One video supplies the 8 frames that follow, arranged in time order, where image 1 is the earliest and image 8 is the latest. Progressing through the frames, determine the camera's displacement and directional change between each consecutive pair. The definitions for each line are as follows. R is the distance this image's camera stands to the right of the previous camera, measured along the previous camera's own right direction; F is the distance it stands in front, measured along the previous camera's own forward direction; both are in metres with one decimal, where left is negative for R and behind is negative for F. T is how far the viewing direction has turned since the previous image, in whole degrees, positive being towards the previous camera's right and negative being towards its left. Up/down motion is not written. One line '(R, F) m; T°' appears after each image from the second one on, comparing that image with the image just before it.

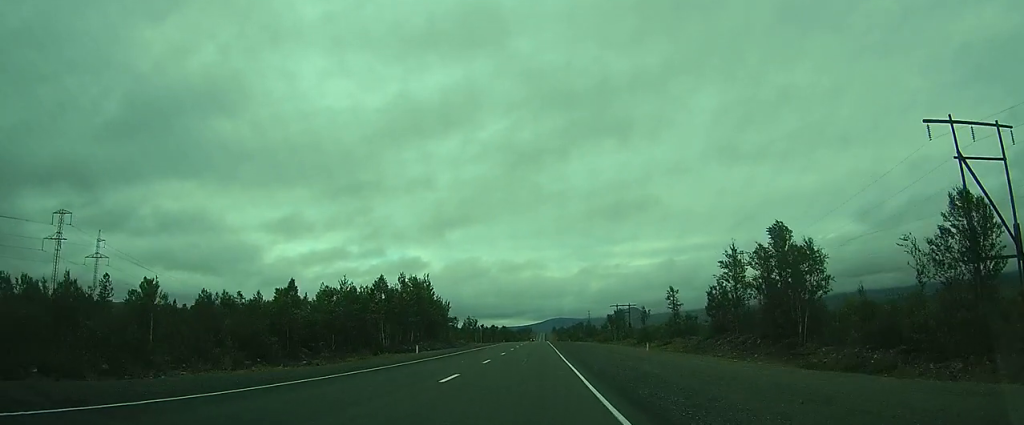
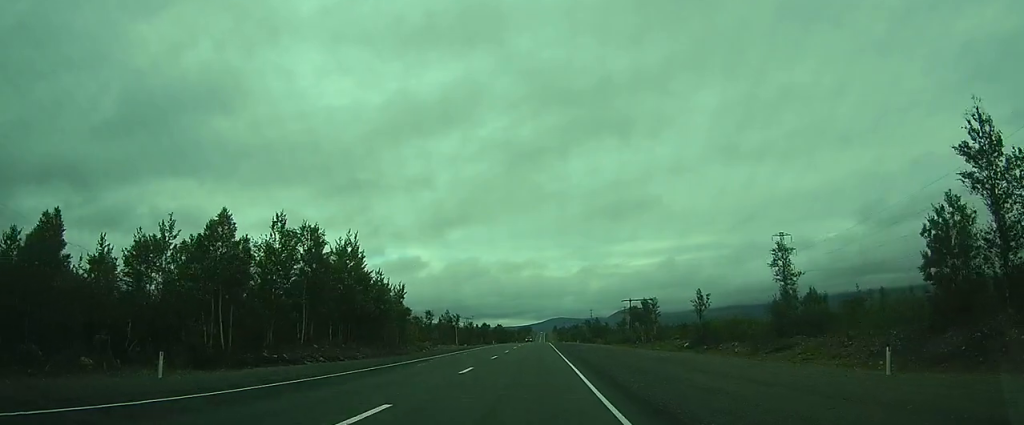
(+0.2, +31.2) m; 0°
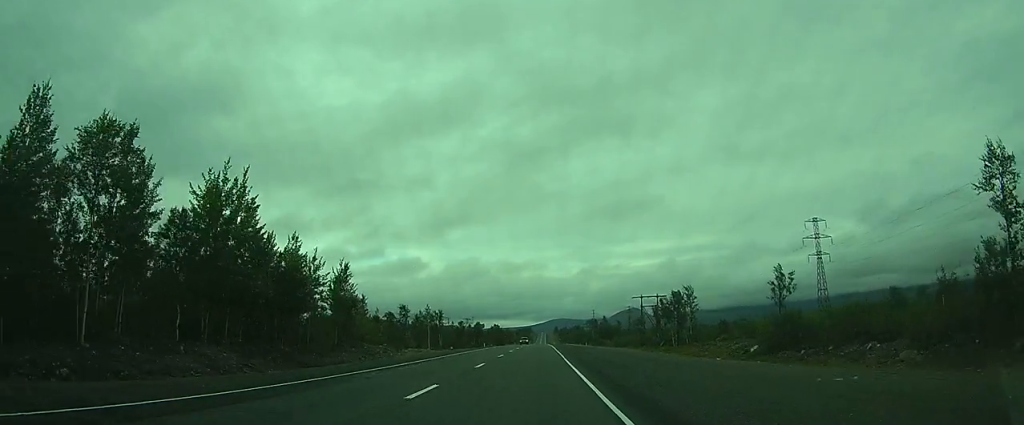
(0.0, +19.3) m; 0°
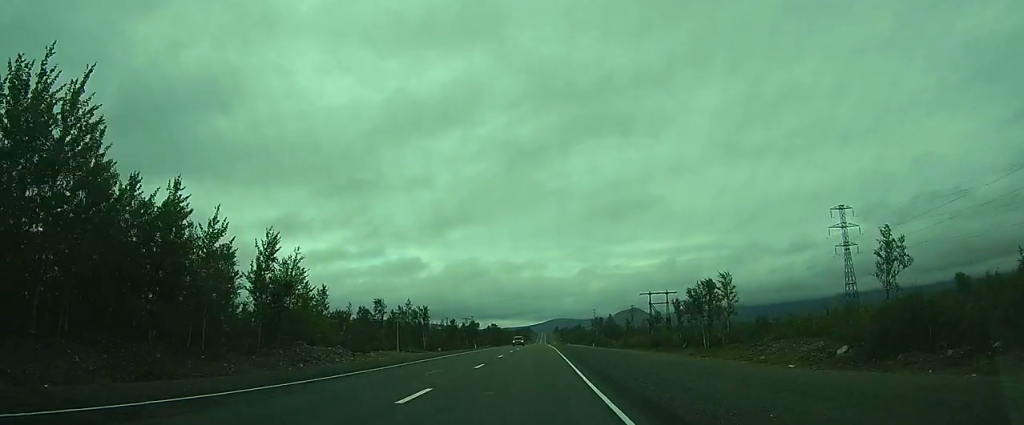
(0.0, +12.7) m; 0°
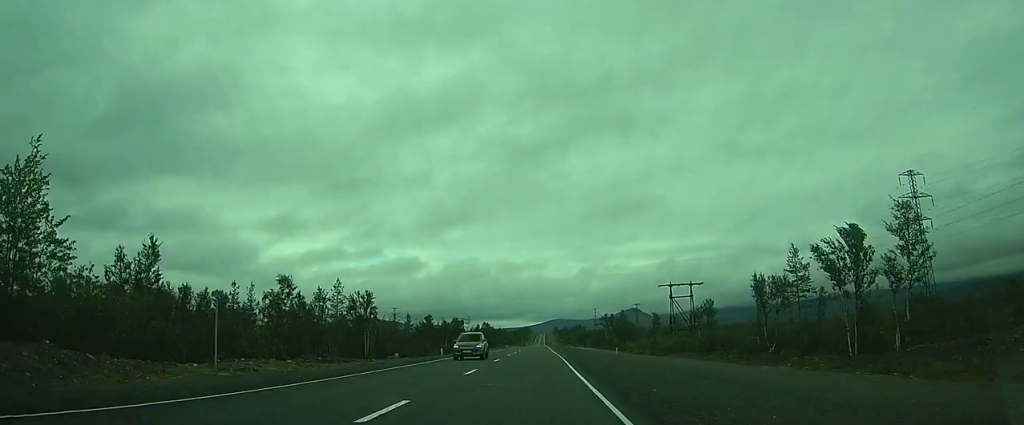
(+0.2, +26.1) m; +1°
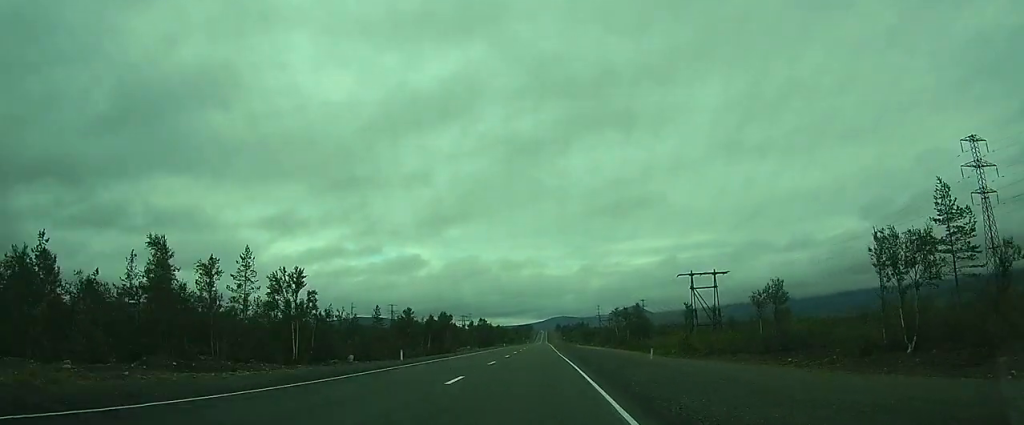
(+0.1, +16.4) m; 0°
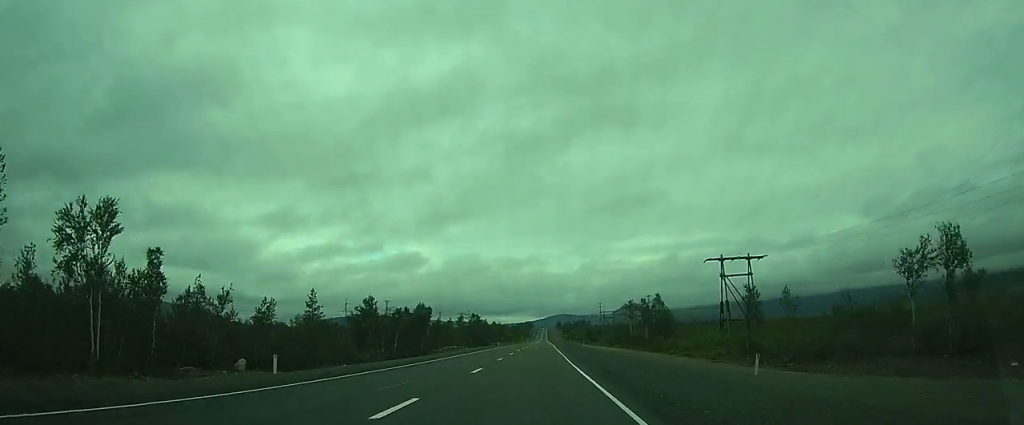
(0.0, +18.8) m; 0°
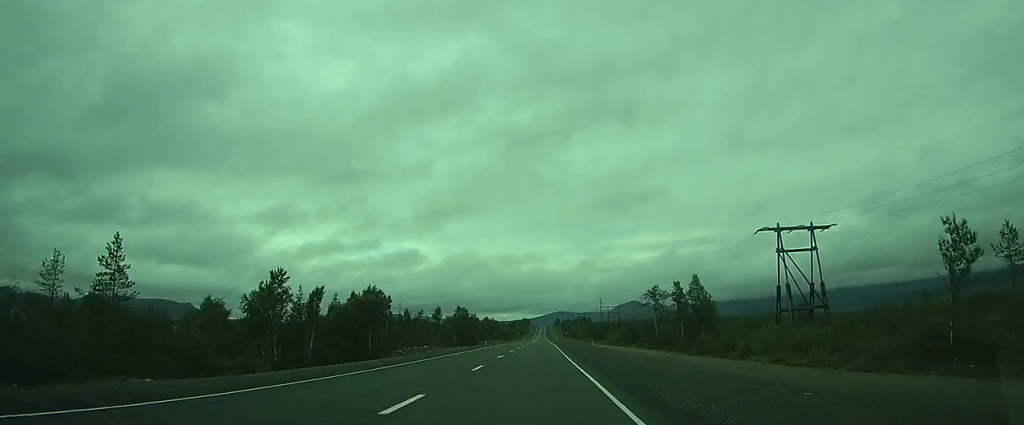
(-0.2, +23.5) m; 0°
